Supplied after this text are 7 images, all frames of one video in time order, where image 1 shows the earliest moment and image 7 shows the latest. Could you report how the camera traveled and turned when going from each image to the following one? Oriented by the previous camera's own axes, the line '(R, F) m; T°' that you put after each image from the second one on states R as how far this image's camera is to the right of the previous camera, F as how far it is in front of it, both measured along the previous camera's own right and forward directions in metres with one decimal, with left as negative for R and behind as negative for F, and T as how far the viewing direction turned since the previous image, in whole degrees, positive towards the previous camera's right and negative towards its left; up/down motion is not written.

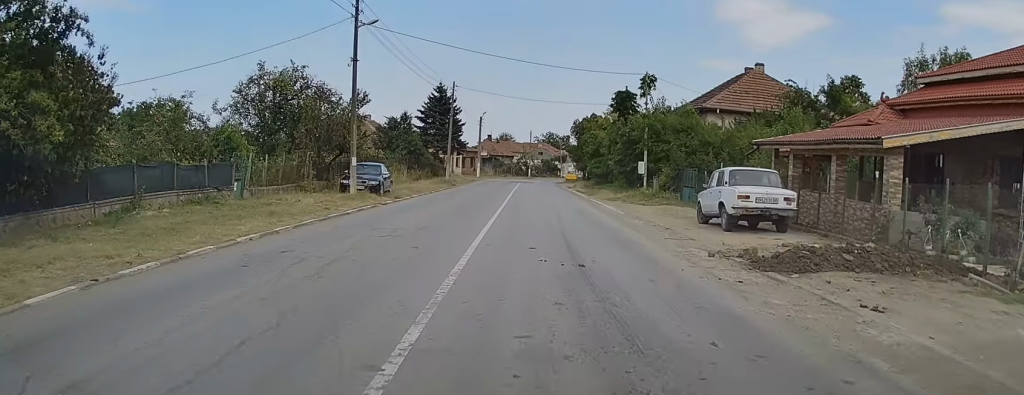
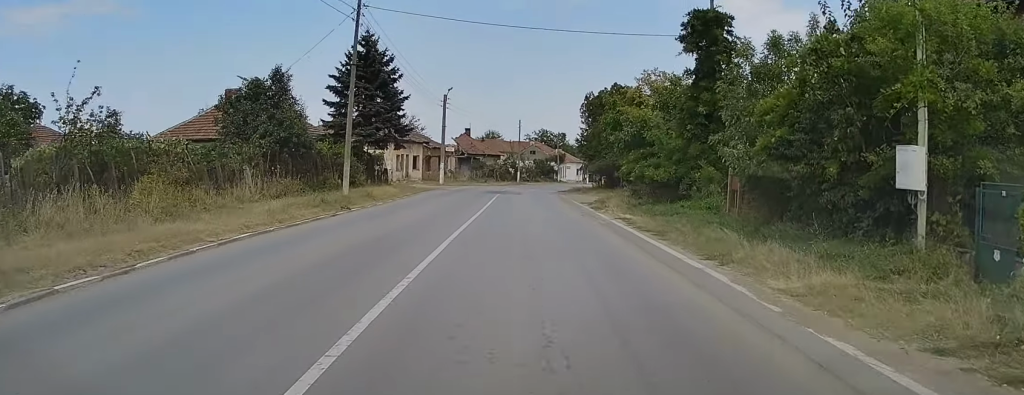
(-0.3, +29.4) m; -1°
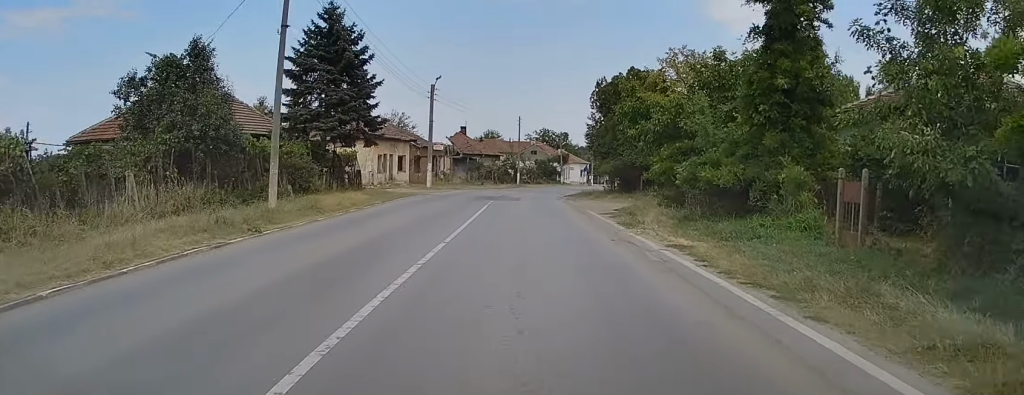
(+0.3, +8.4) m; +2°
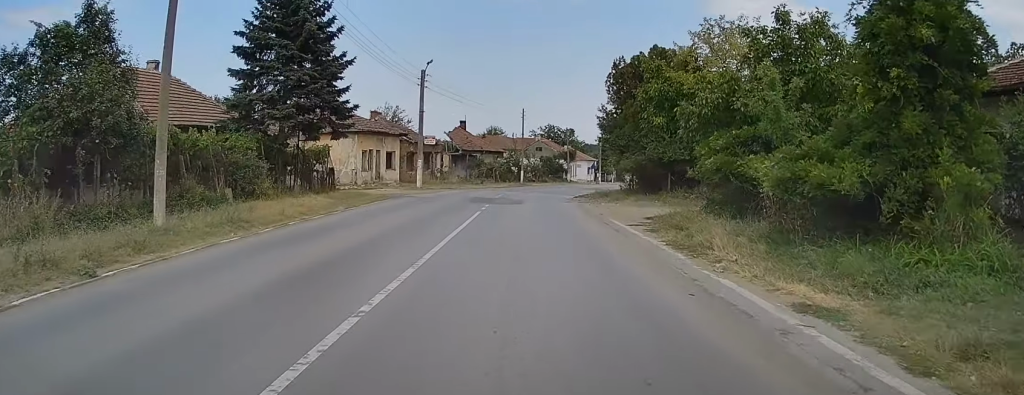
(+0.1, +6.8) m; 0°
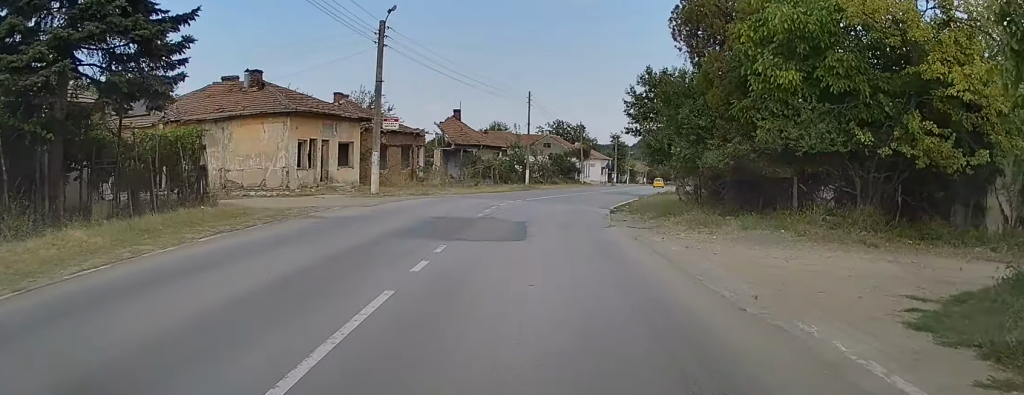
(-0.4, +15.4) m; -1°
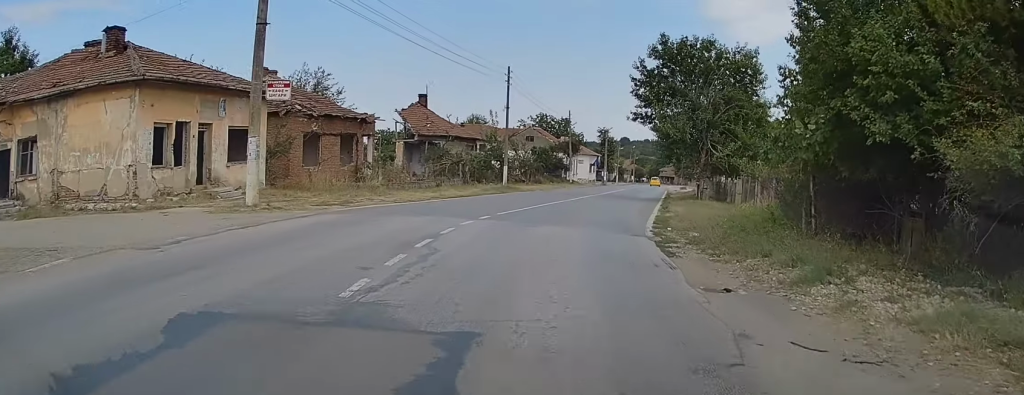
(+0.1, +12.6) m; +3°
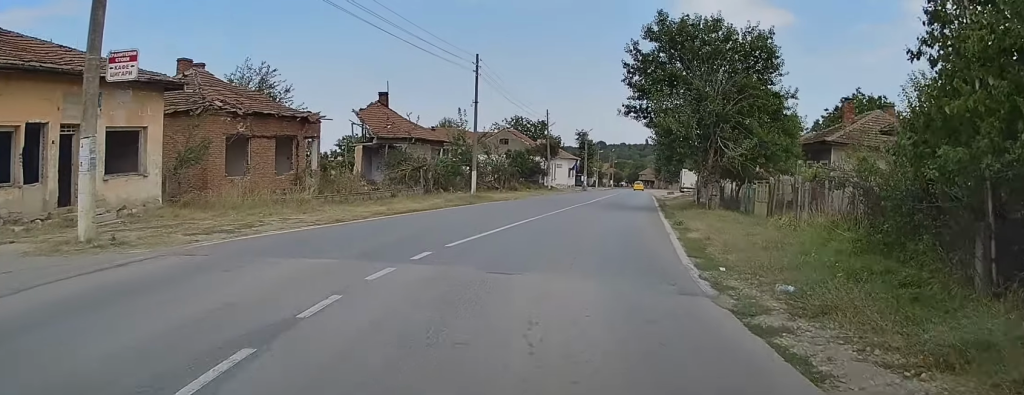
(+0.1, +7.0) m; +2°
